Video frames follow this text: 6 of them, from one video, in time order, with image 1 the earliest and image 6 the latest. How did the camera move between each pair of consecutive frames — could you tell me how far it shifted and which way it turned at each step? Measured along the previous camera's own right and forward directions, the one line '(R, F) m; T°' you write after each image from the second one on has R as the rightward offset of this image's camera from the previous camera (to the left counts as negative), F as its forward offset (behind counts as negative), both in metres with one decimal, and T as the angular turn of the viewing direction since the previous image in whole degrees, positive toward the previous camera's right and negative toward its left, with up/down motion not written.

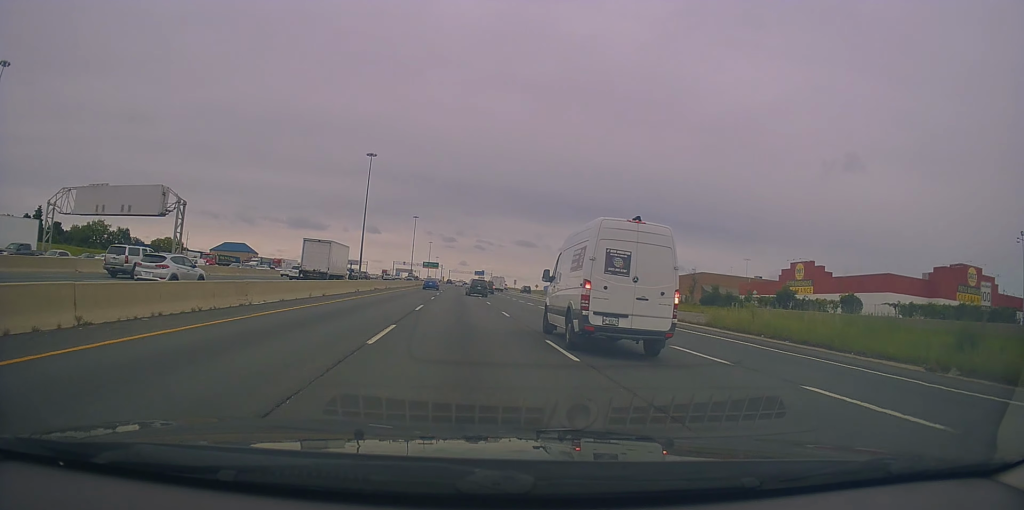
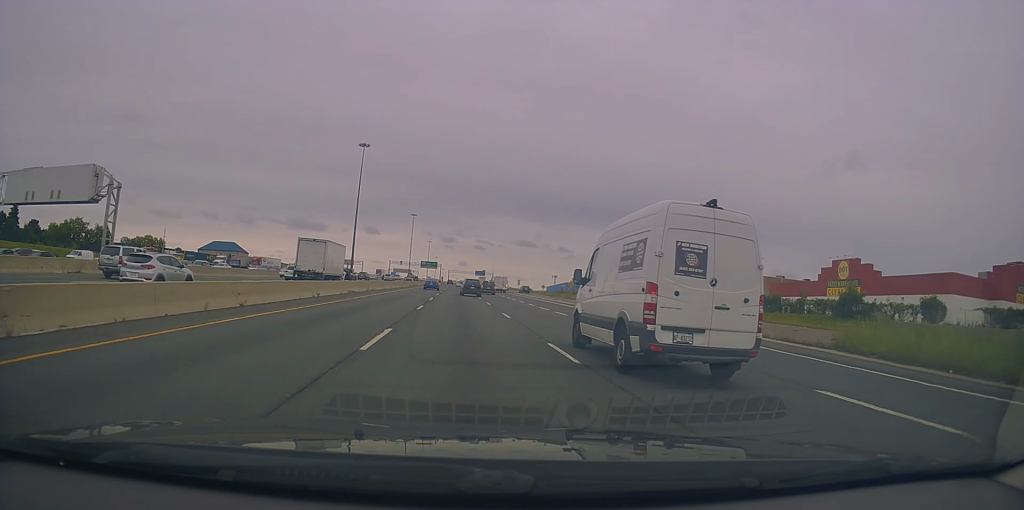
(+0.1, +12.9) m; +1°
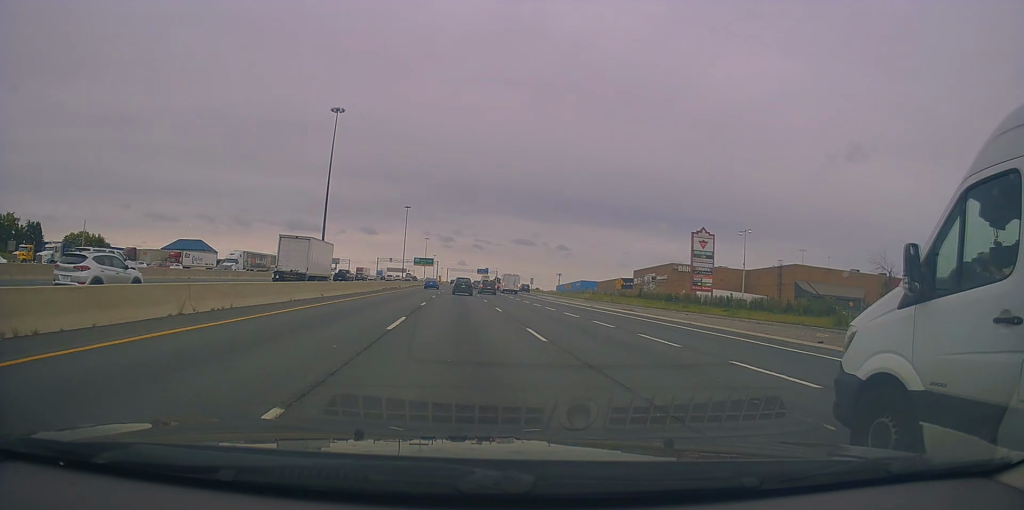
(+0.5, +34.0) m; 0°
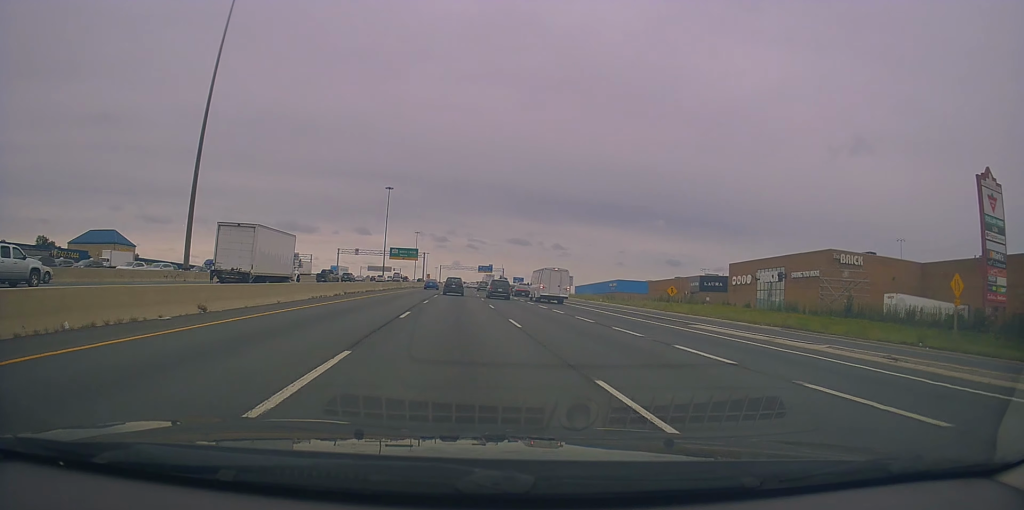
(-0.3, +59.3) m; 0°
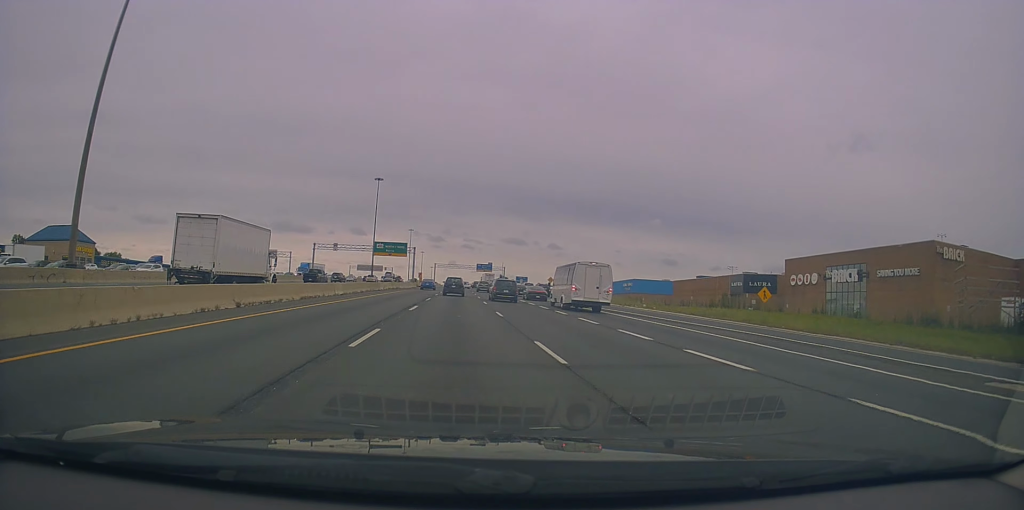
(+0.5, +20.1) m; 0°
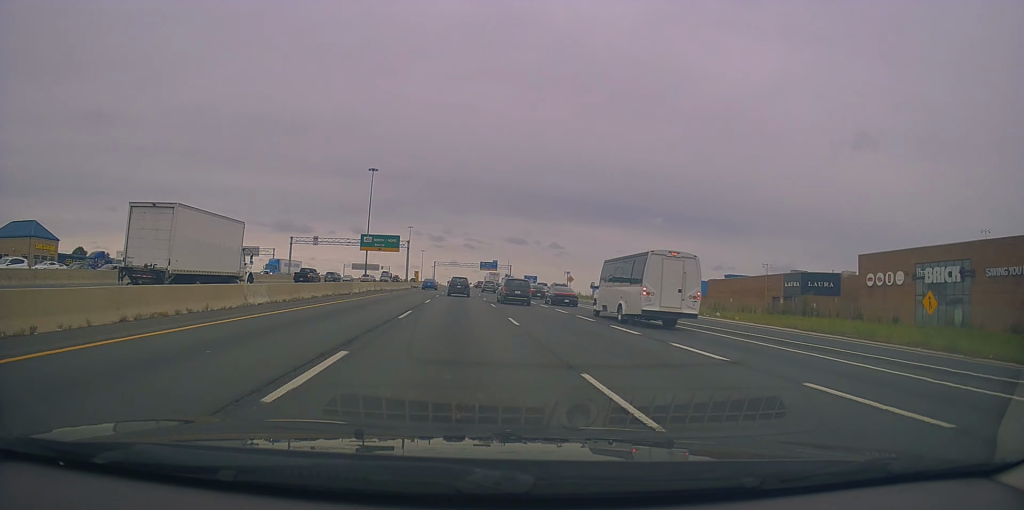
(-0.2, +17.4) m; 0°
